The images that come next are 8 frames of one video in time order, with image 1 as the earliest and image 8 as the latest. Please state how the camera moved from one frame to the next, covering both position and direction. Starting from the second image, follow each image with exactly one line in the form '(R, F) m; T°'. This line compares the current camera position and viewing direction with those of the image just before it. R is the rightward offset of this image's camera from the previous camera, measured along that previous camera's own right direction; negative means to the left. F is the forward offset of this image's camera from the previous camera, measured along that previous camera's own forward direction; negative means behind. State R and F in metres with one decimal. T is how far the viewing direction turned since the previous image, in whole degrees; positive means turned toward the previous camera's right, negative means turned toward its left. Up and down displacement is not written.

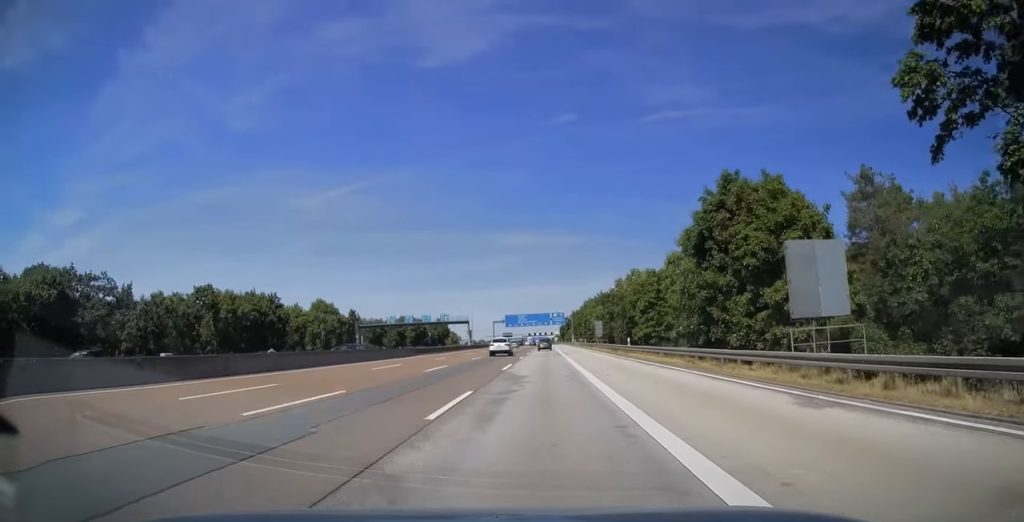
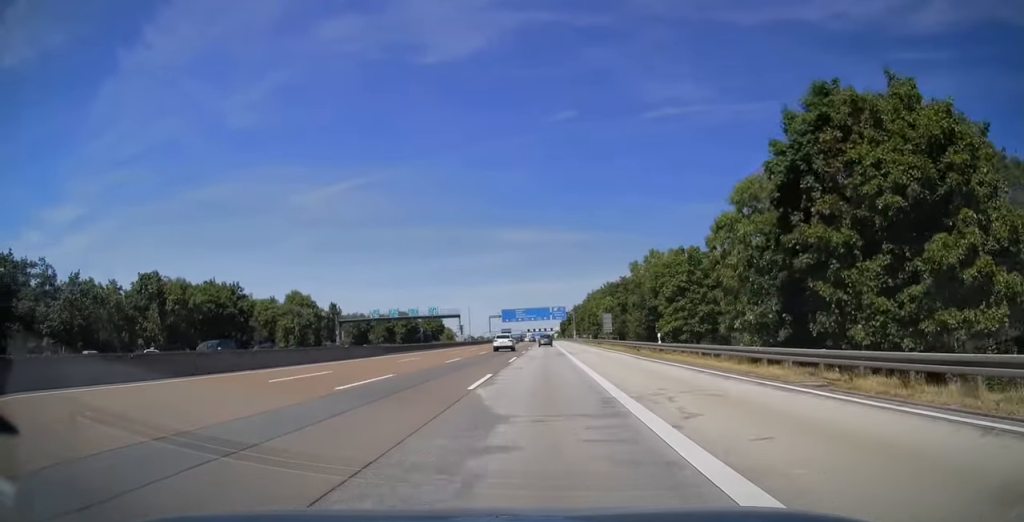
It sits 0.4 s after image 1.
(+0.1, +12.5) m; 0°
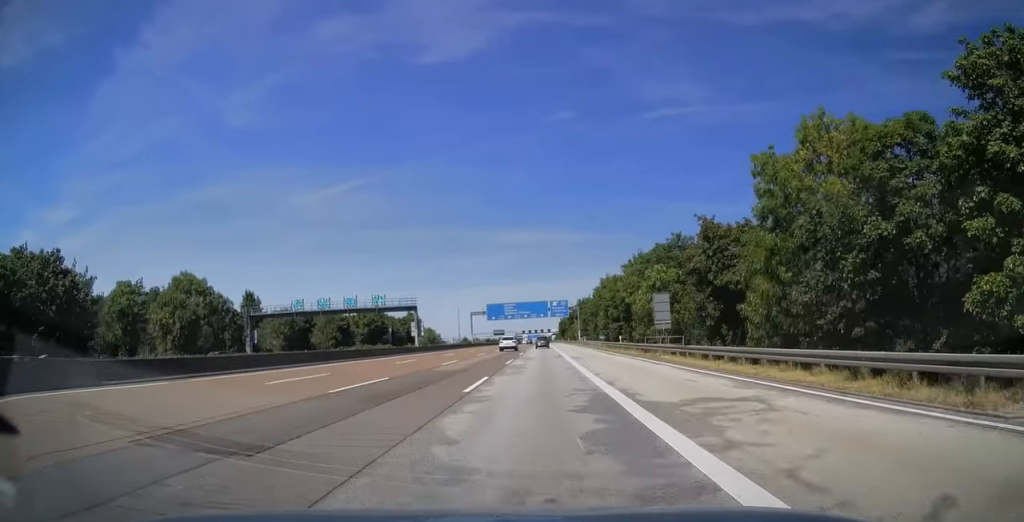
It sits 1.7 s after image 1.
(0.0, +36.1) m; 0°
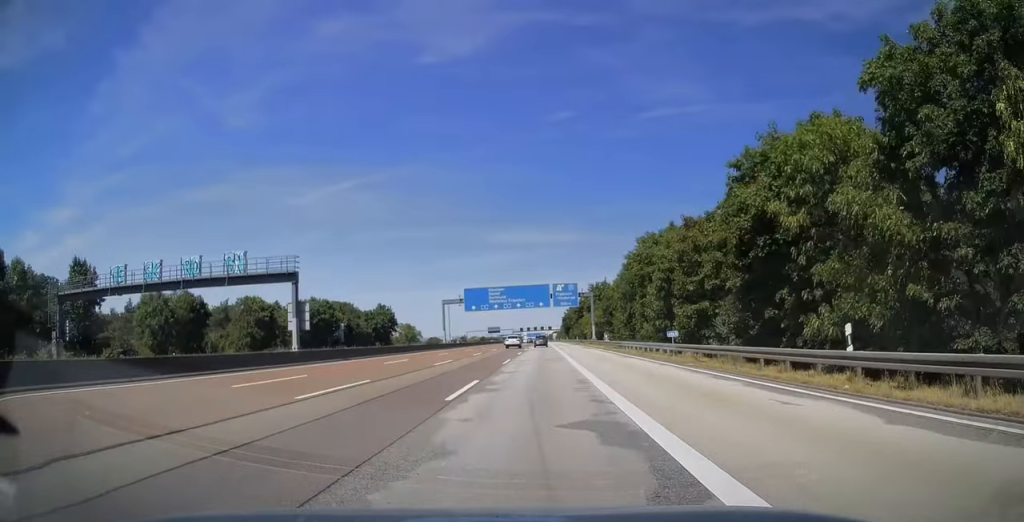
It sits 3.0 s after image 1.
(+0.1, +38.0) m; 0°
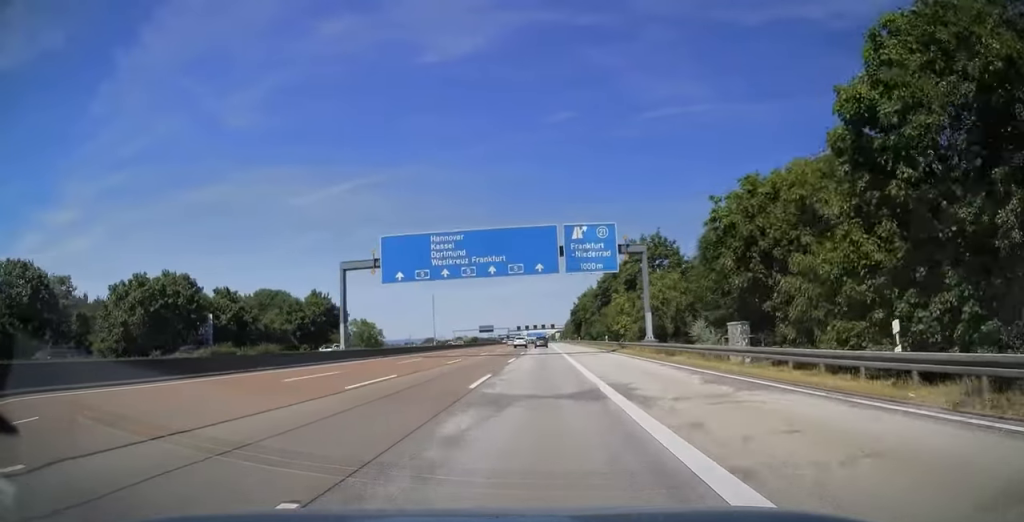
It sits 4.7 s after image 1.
(-0.1, +50.1) m; 0°
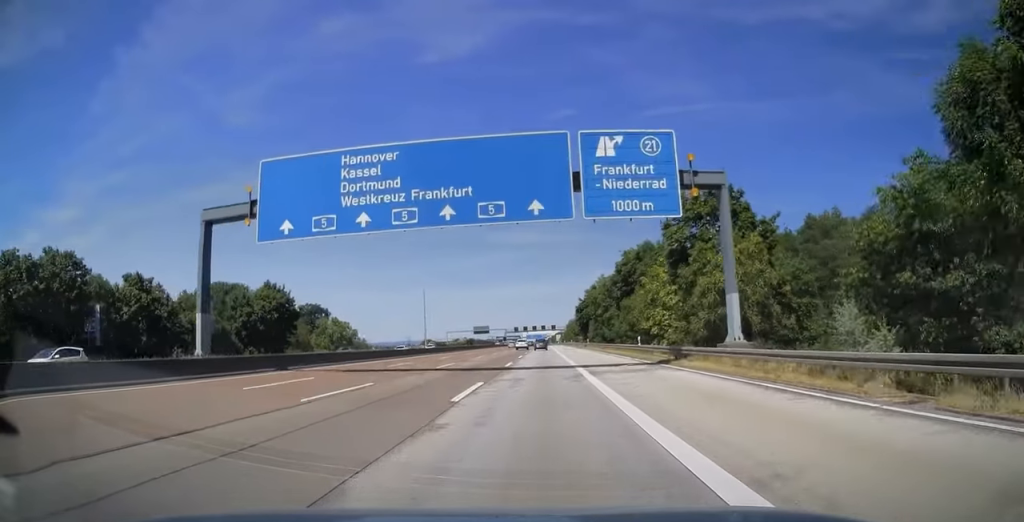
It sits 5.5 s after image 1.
(0.0, +21.2) m; 0°
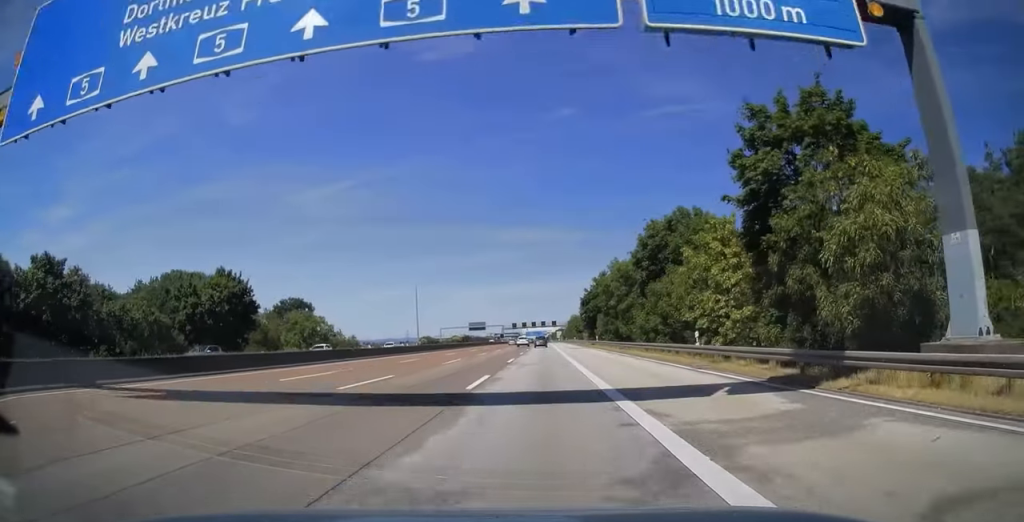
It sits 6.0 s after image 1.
(0.0, +15.4) m; 0°
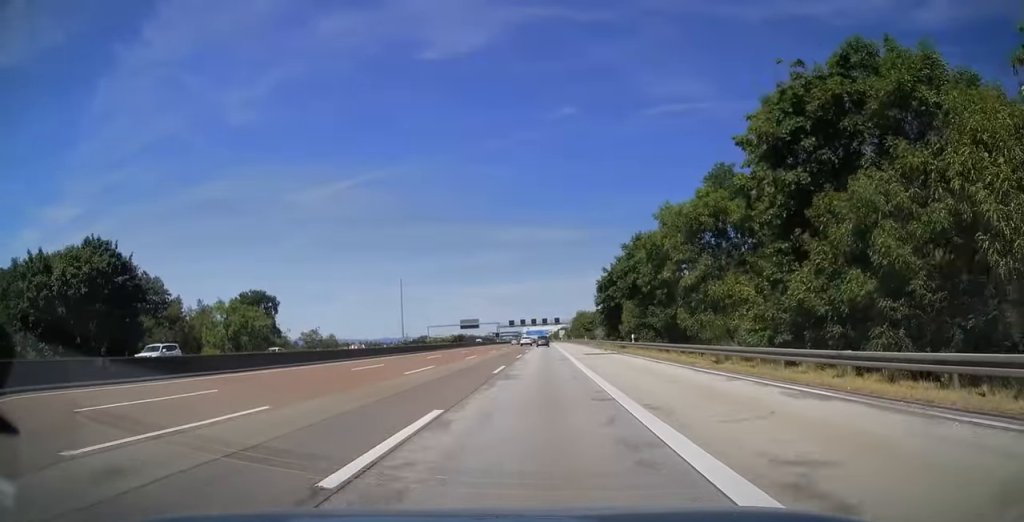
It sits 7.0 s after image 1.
(+0.1, +28.5) m; 0°
